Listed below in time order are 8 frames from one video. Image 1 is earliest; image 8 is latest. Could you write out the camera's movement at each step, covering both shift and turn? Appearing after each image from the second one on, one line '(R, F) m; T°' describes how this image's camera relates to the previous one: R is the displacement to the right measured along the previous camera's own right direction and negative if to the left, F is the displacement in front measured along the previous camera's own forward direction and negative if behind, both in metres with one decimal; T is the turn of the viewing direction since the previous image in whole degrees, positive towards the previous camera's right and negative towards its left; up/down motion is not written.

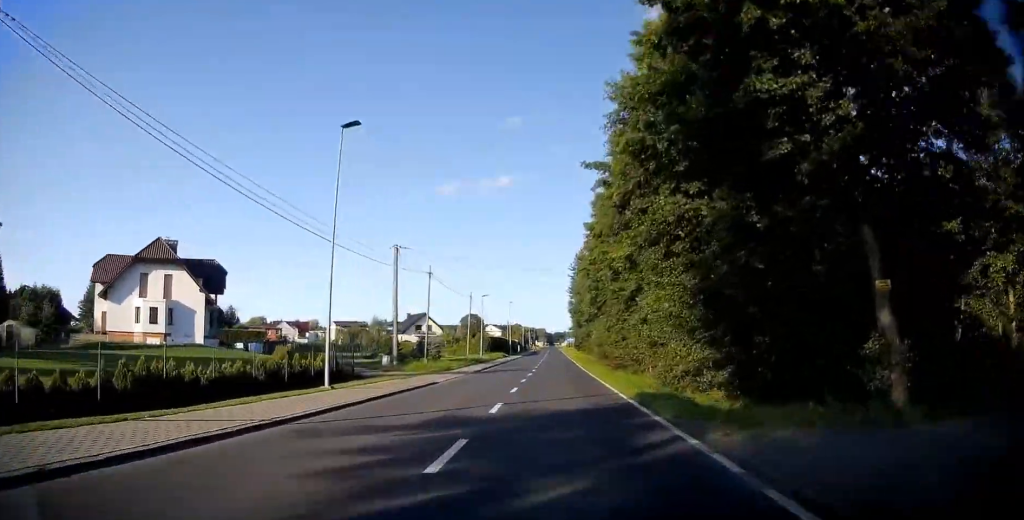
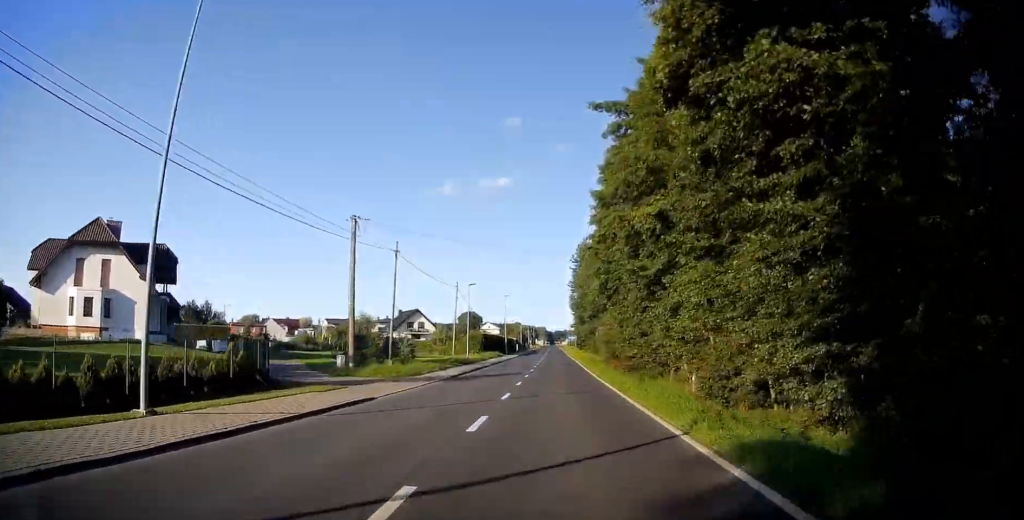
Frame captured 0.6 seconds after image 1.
(+0.1, +8.9) m; +1°
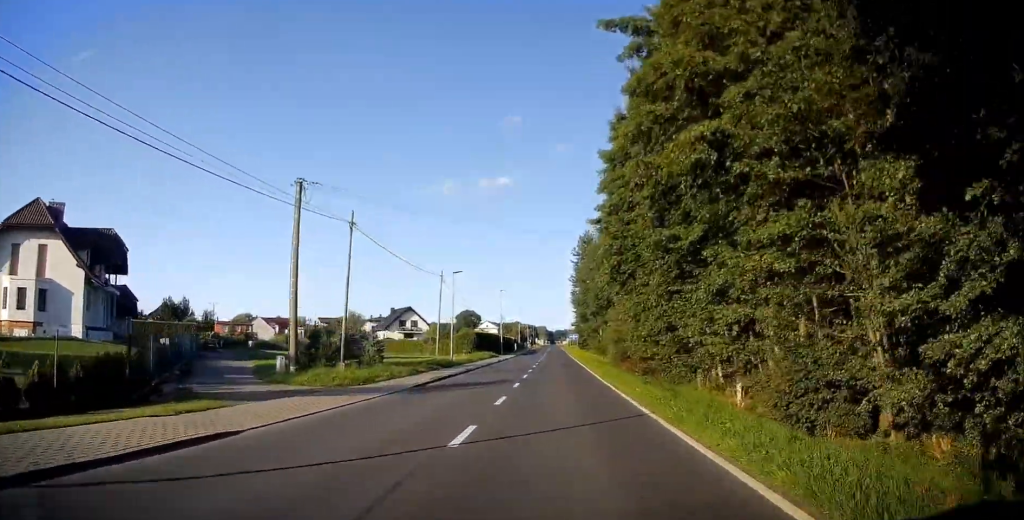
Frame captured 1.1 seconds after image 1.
(+0.2, +7.5) m; +1°
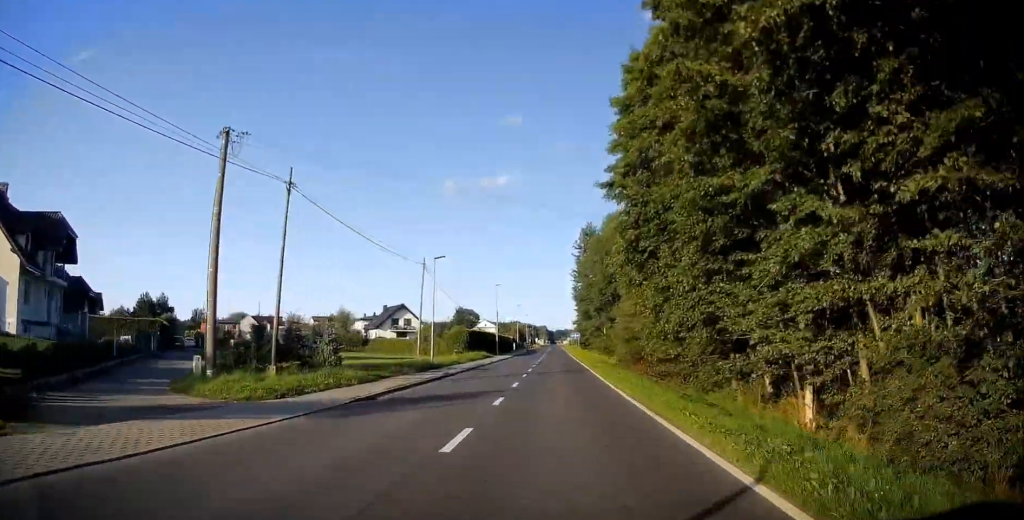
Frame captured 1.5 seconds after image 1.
(0.0, +6.4) m; 0°
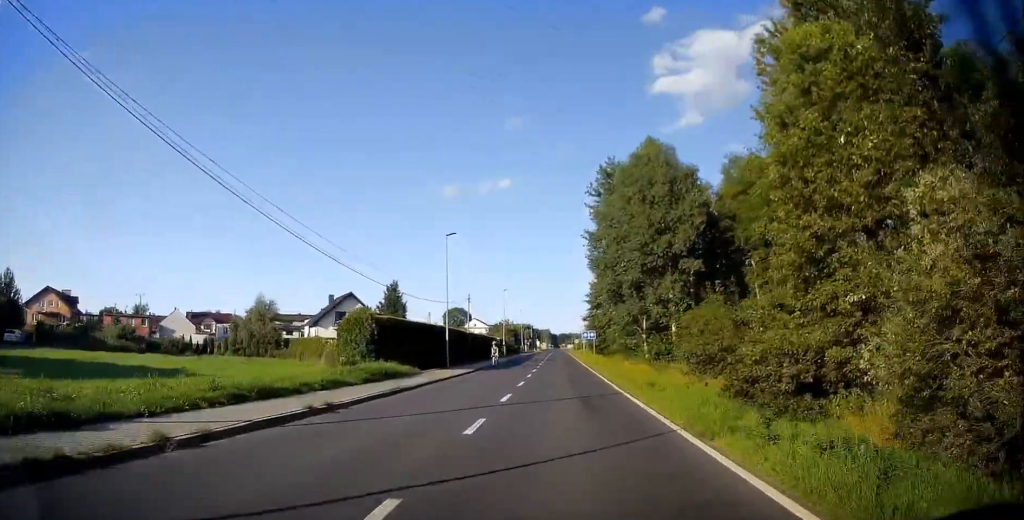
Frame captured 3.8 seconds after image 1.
(-0.6, +34.1) m; -2°
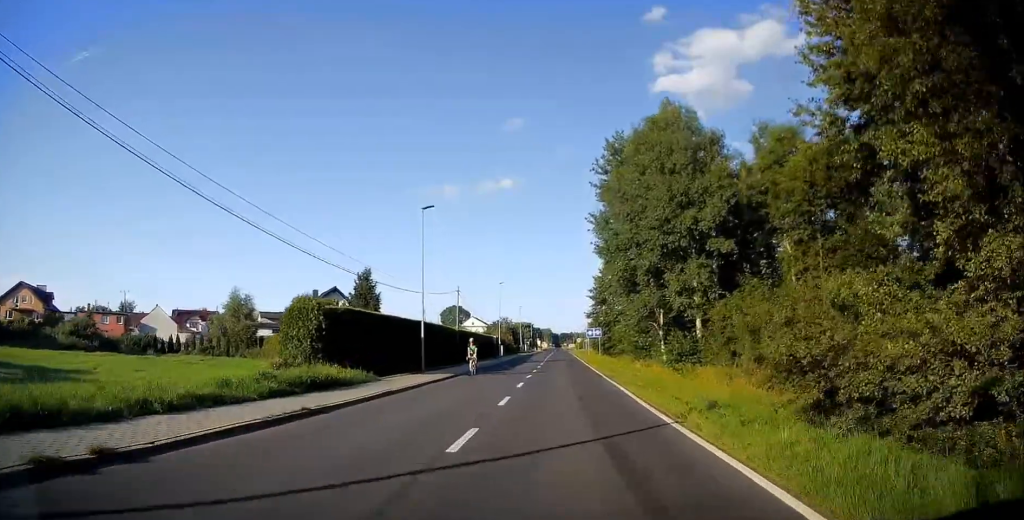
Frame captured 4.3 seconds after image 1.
(-0.1, +7.3) m; 0°
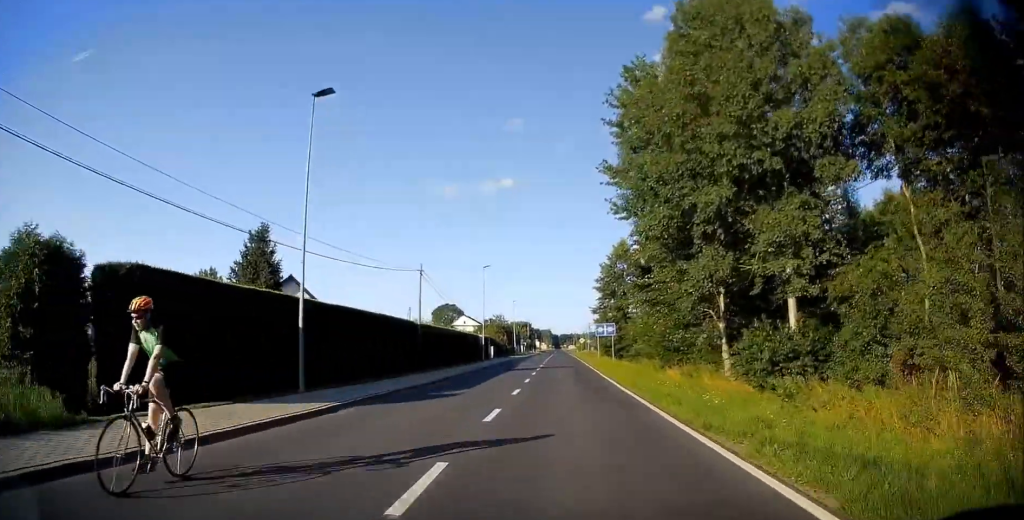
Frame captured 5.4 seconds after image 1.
(+0.3, +14.9) m; +1°
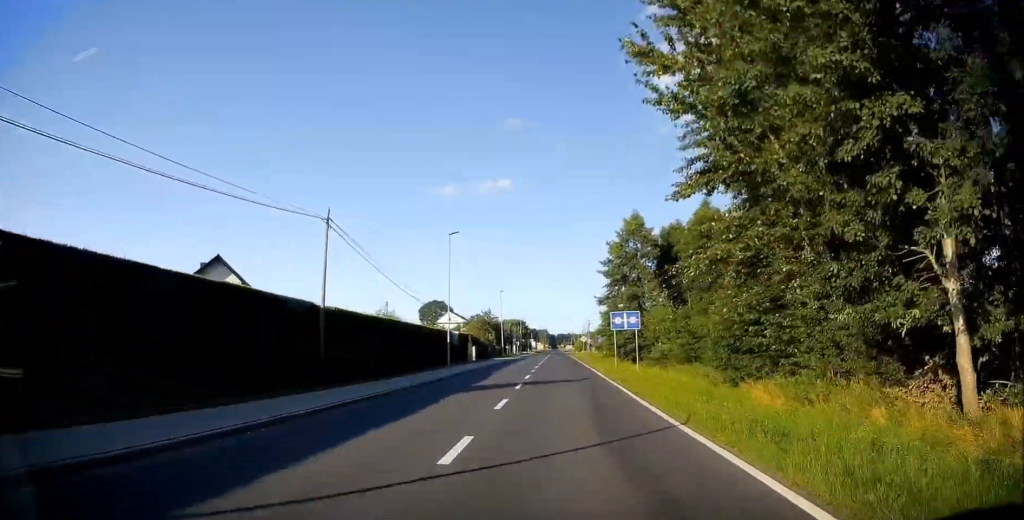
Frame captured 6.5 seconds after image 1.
(-0.1, +16.0) m; -1°
